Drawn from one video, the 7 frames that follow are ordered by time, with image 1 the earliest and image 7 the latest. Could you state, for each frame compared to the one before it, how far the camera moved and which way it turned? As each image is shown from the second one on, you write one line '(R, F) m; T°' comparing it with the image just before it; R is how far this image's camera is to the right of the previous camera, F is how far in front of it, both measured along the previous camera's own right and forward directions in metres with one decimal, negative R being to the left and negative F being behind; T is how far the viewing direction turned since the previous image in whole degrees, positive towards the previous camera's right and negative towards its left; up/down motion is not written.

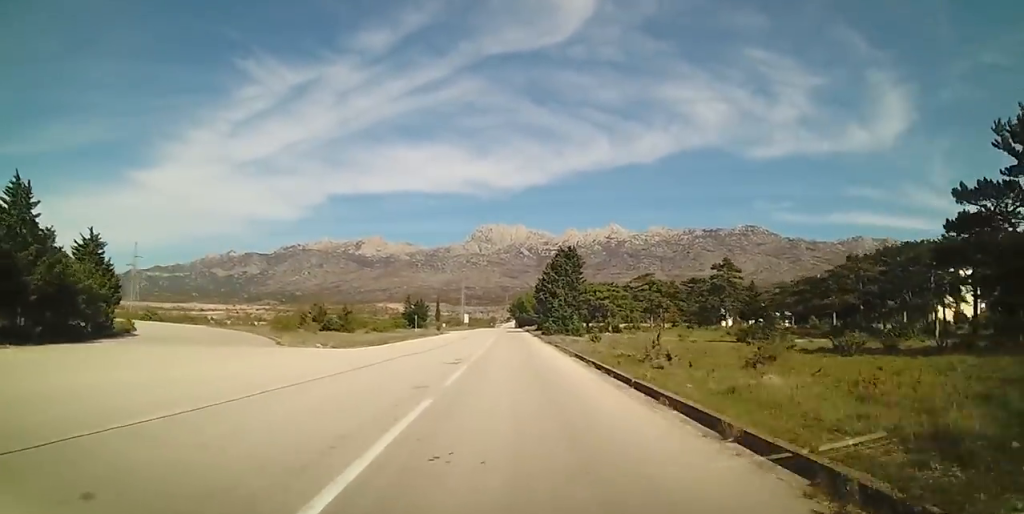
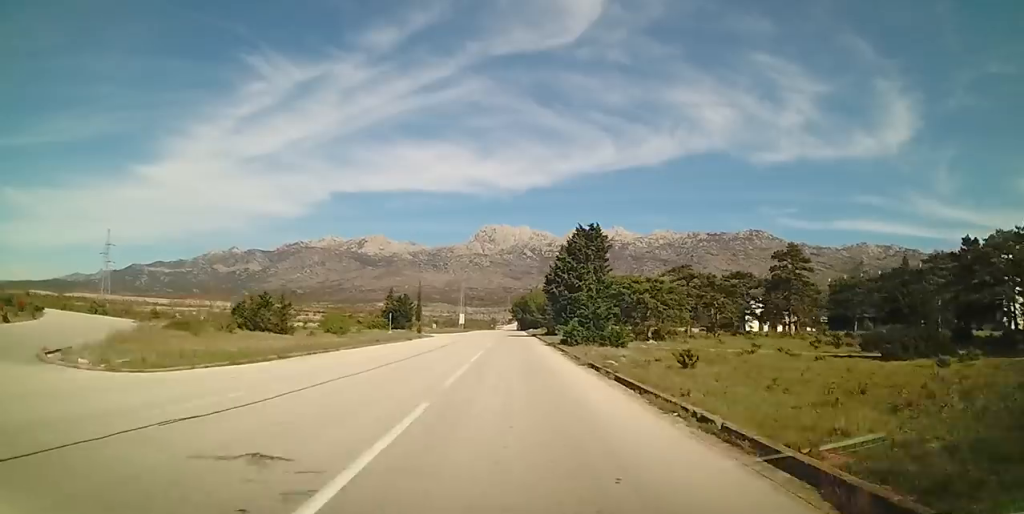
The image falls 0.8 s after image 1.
(0.0, +16.9) m; 0°
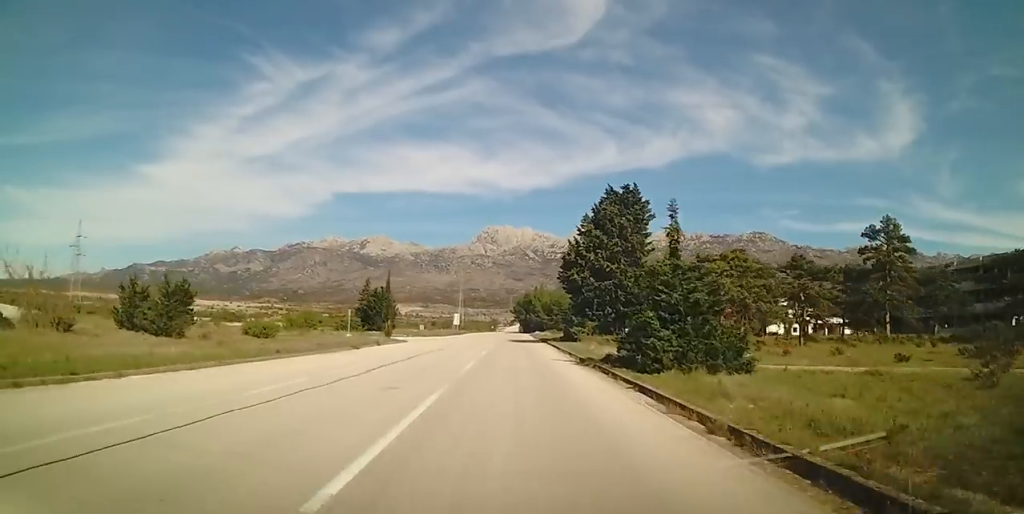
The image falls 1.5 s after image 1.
(0.0, +15.6) m; 0°
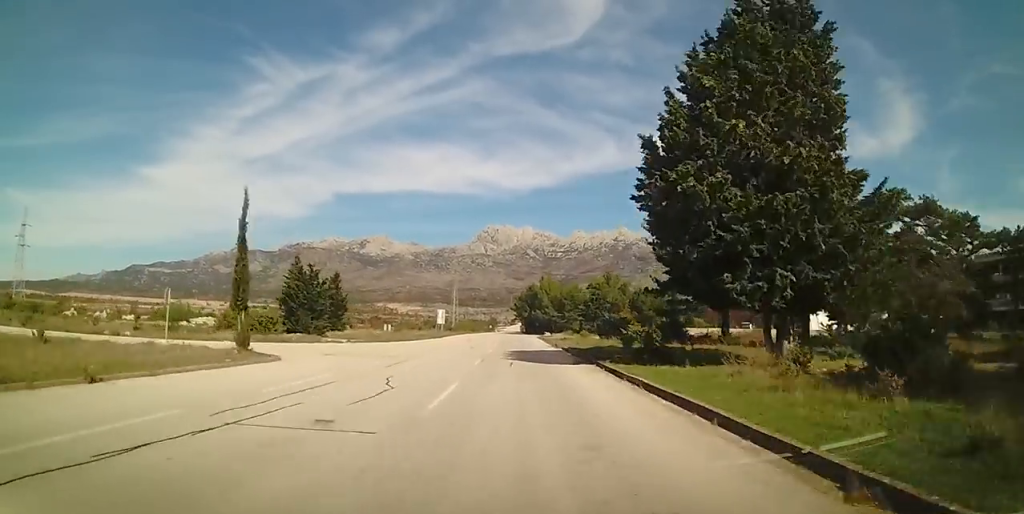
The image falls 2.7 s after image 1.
(0.0, +24.1) m; 0°
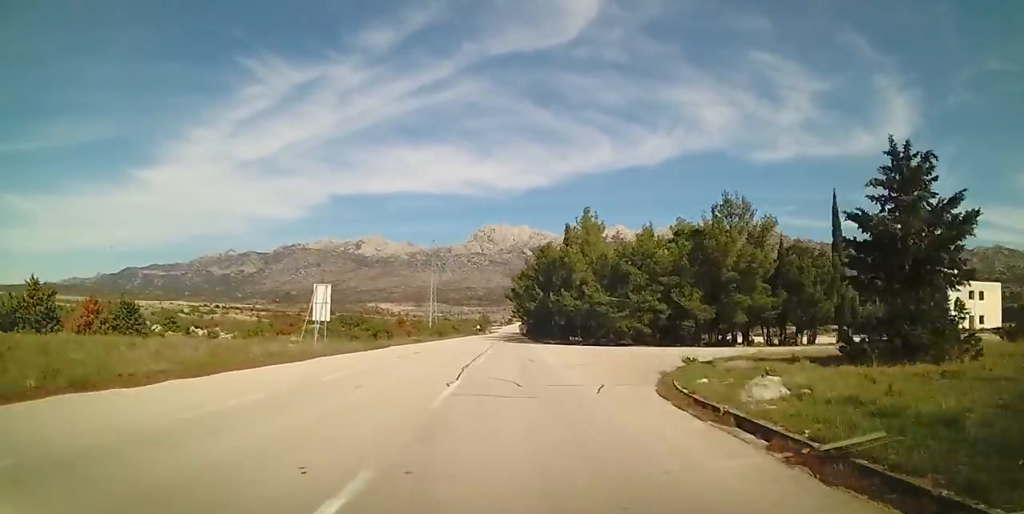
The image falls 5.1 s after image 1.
(0.0, +51.7) m; 0°
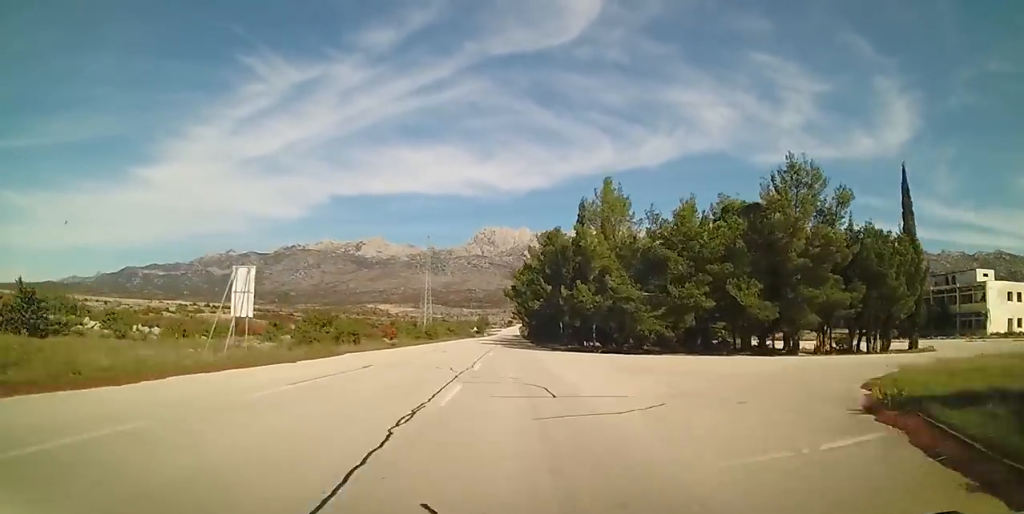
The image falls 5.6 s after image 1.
(0.0, +9.9) m; 0°
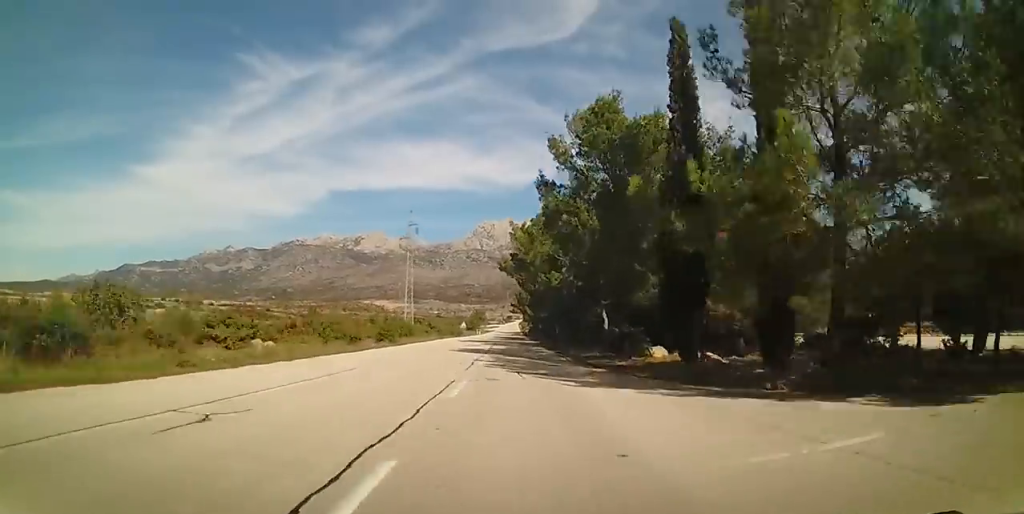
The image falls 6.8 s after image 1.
(0.0, +25.4) m; 0°
